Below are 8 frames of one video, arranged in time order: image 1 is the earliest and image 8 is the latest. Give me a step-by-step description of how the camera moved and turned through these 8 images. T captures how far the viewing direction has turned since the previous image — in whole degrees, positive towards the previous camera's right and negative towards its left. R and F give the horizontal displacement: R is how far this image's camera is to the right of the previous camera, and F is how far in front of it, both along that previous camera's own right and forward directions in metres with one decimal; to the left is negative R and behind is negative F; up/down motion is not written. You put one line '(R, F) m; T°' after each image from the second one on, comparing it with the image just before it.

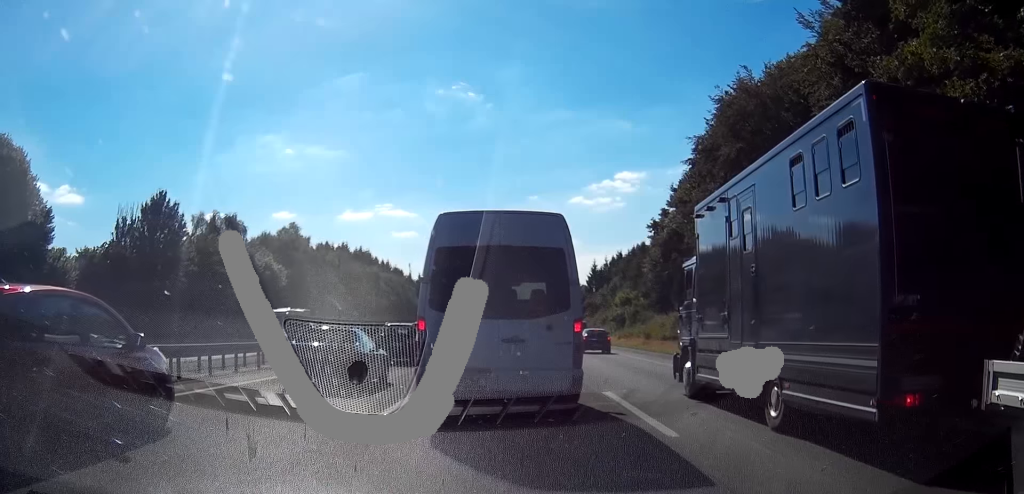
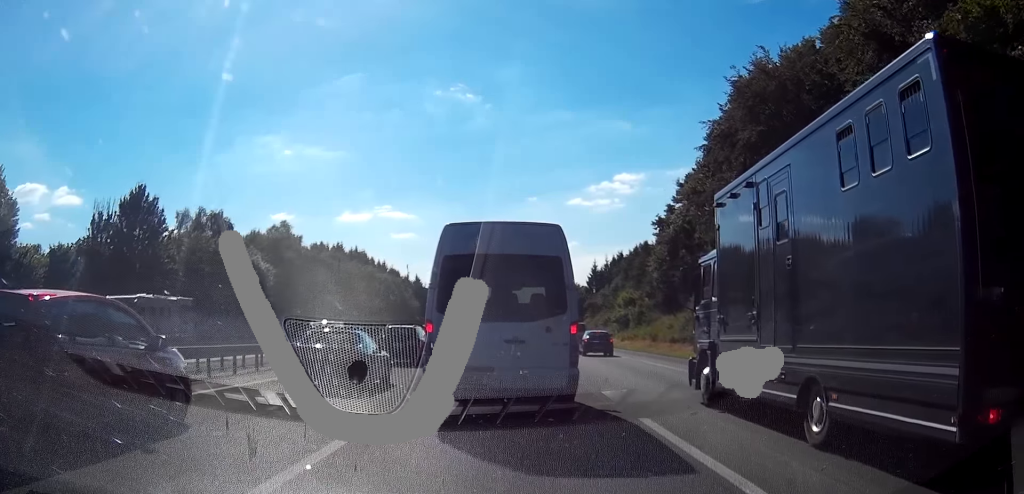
(+0.2, +3.9) m; 0°
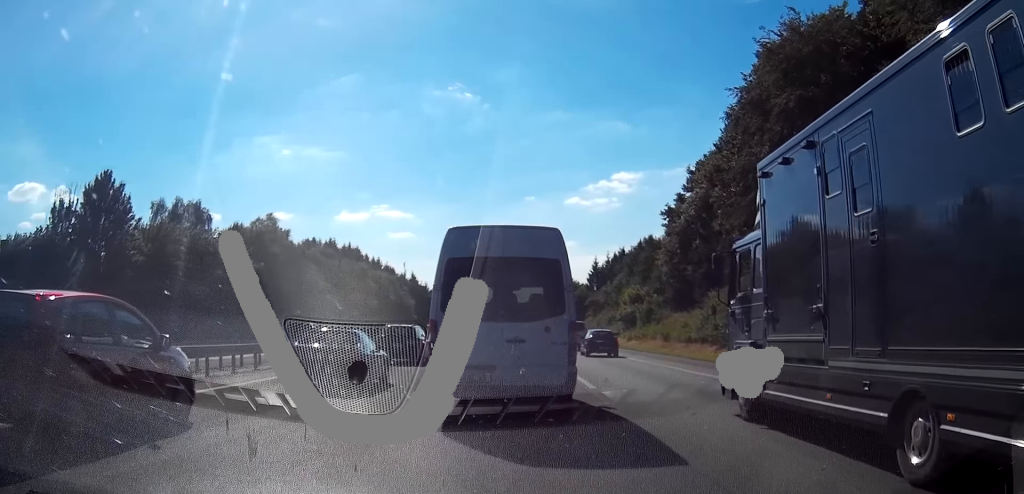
(-0.4, +5.7) m; -6°
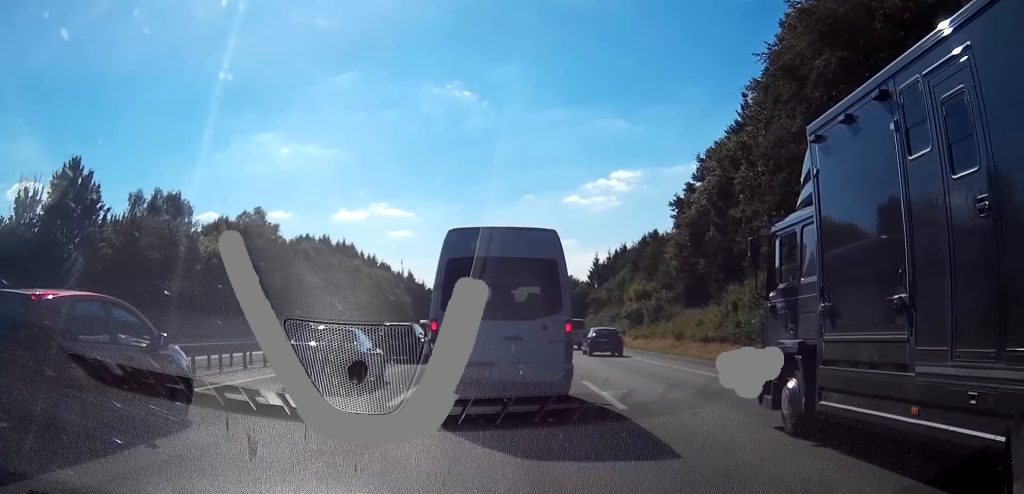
(-0.1, +4.7) m; -4°
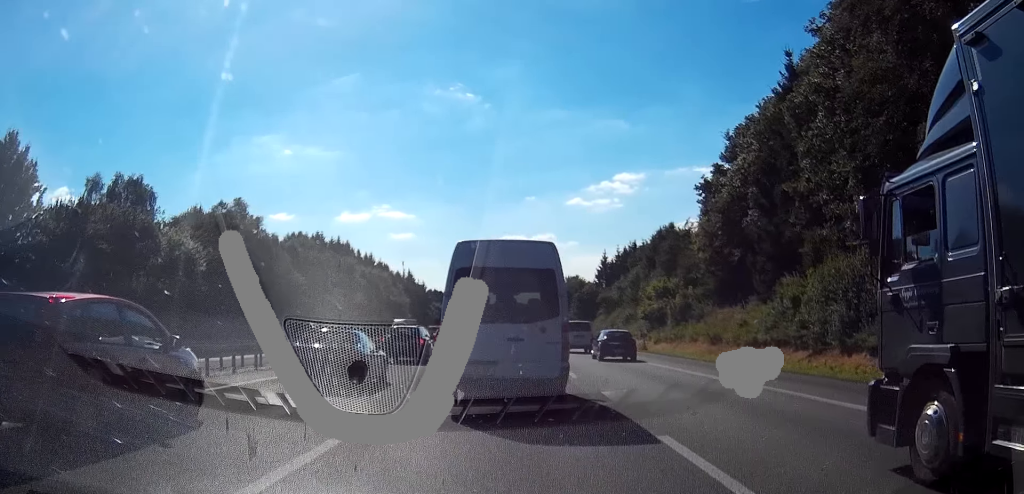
(-0.7, +10.0) m; -6°
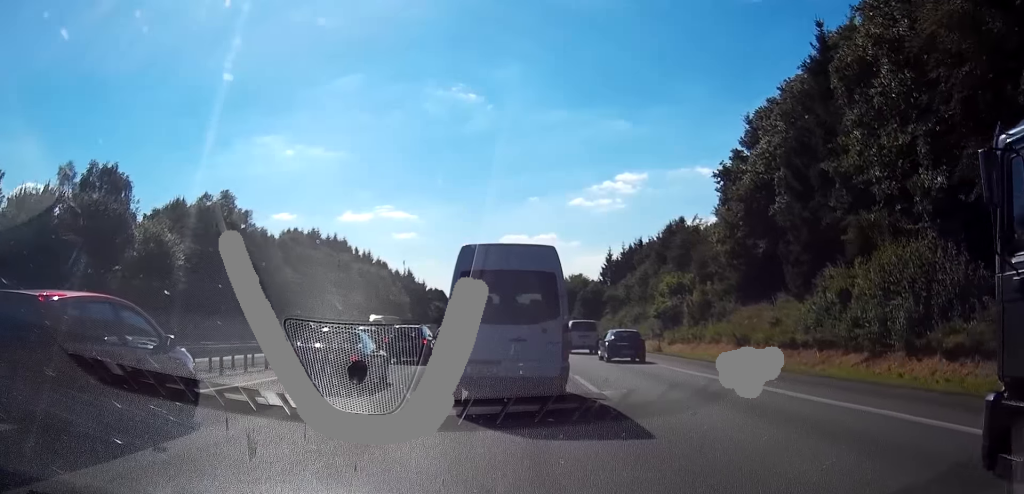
(-0.1, +5.7) m; -2°
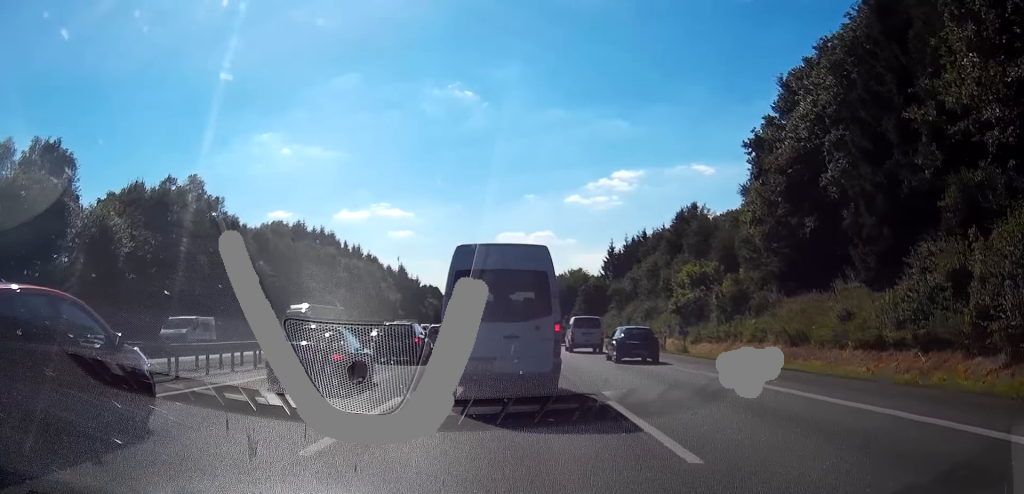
(-0.2, +9.2) m; -2°
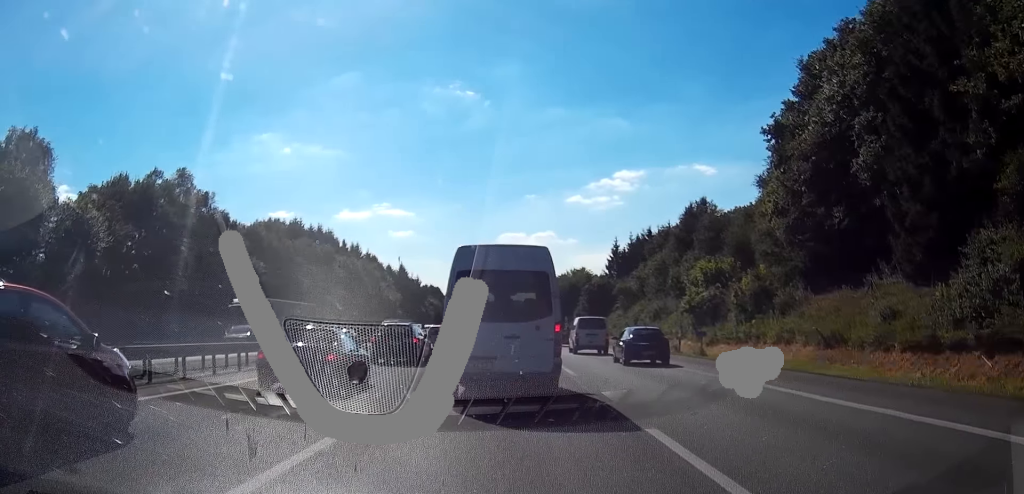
(0.0, +3.9) m; 0°
